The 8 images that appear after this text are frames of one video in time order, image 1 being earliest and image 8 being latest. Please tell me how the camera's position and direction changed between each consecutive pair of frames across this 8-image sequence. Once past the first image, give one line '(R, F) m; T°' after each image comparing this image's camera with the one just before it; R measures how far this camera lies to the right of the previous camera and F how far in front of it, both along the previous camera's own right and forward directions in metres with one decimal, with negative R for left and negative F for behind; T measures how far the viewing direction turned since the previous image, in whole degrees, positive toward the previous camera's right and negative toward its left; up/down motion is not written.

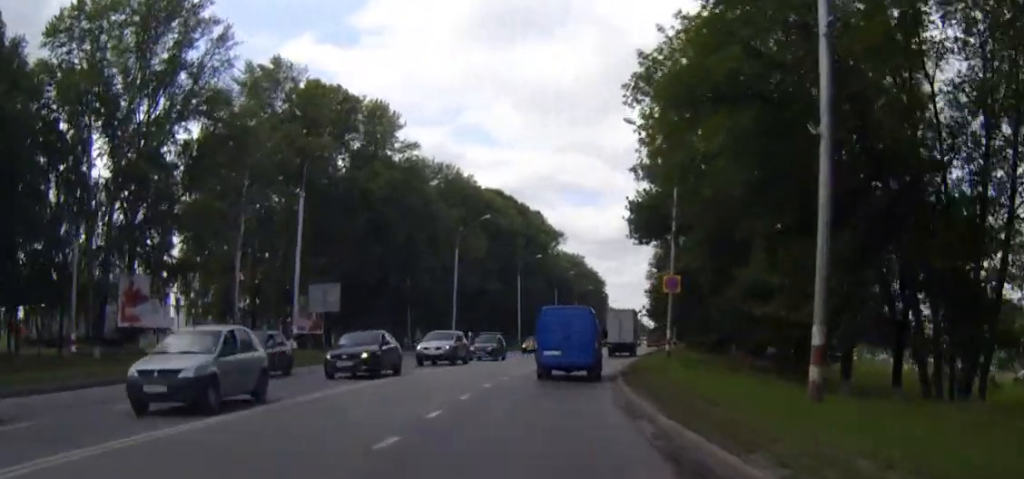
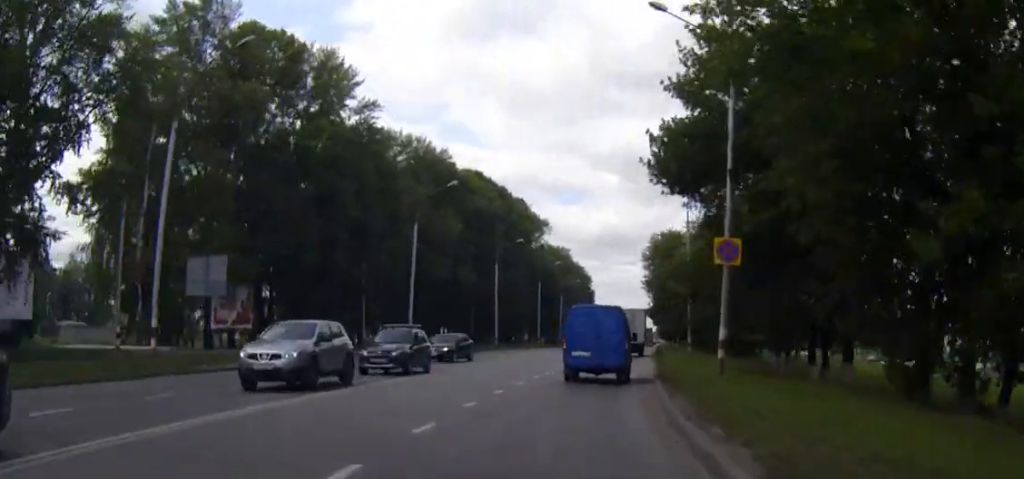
(+0.2, +15.1) m; +1°
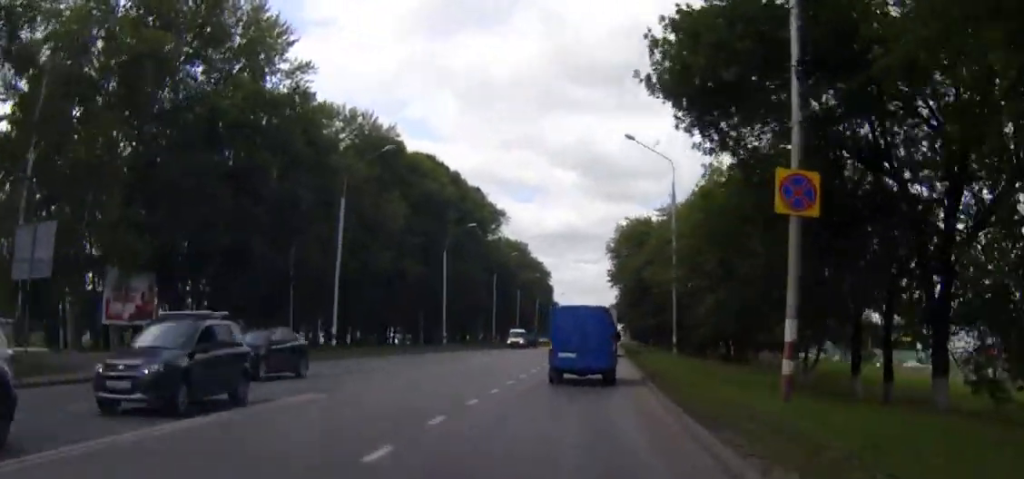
(0.0, +10.4) m; +1°
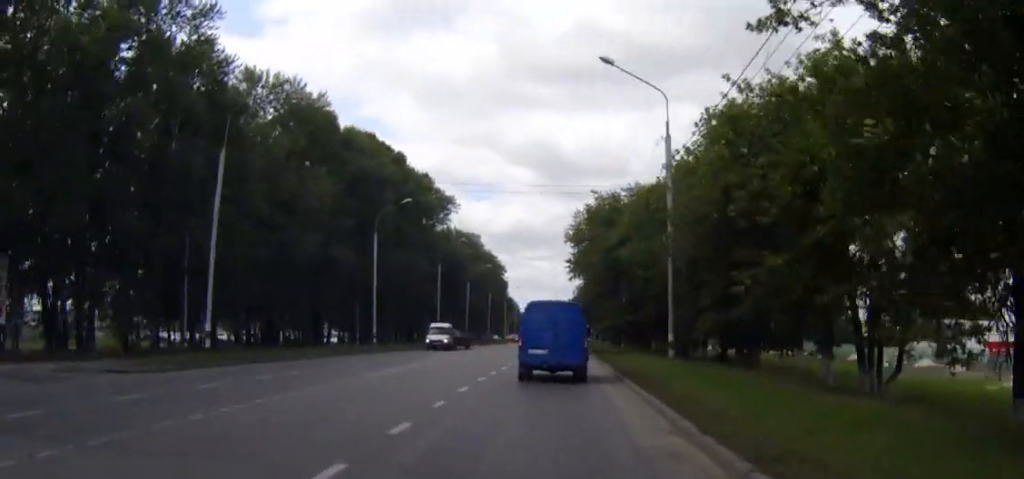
(+0.2, +12.8) m; +3°
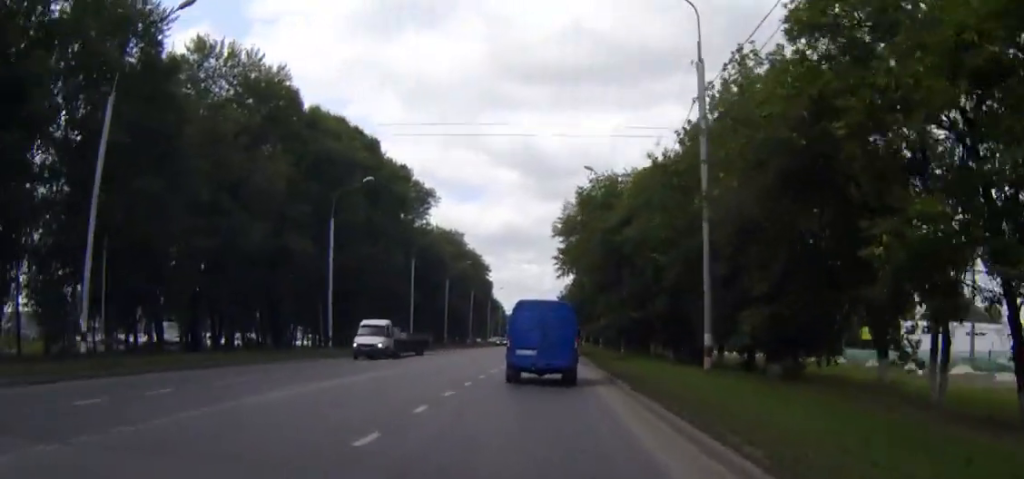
(+0.3, +9.5) m; +1°
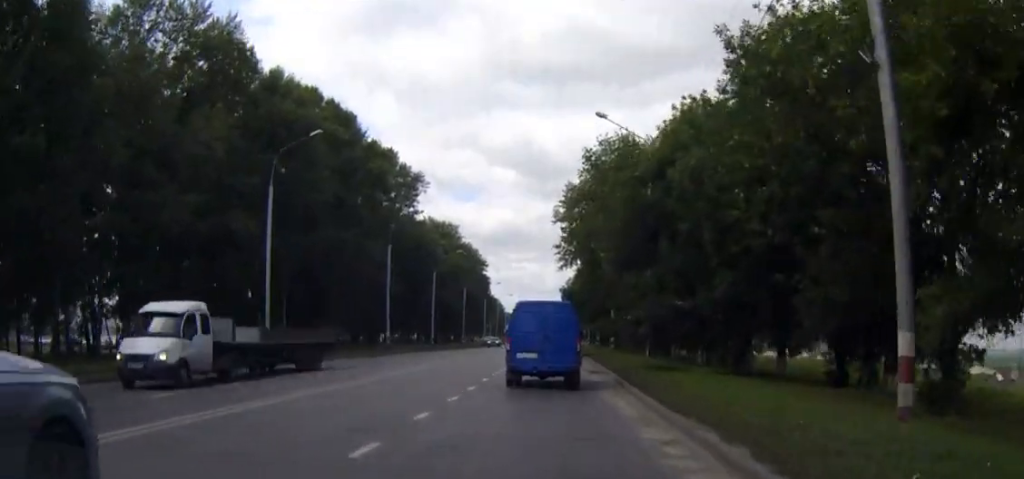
(+0.1, +13.1) m; +1°
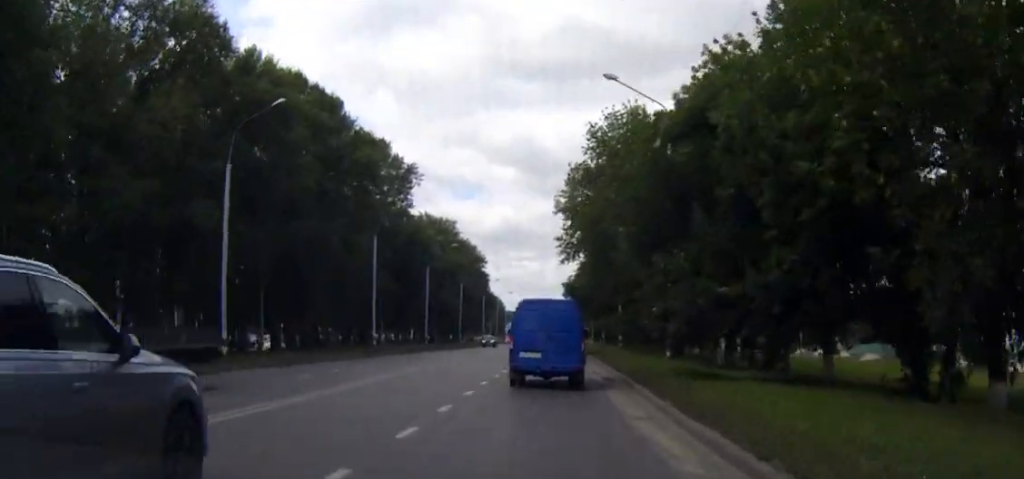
(0.0, +5.7) m; 0°
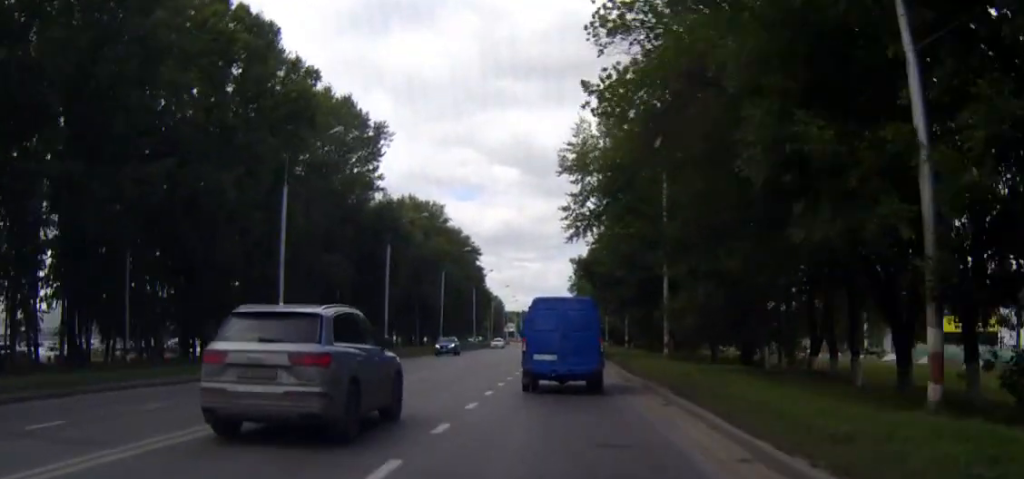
(-0.1, +23.2) m; -1°
